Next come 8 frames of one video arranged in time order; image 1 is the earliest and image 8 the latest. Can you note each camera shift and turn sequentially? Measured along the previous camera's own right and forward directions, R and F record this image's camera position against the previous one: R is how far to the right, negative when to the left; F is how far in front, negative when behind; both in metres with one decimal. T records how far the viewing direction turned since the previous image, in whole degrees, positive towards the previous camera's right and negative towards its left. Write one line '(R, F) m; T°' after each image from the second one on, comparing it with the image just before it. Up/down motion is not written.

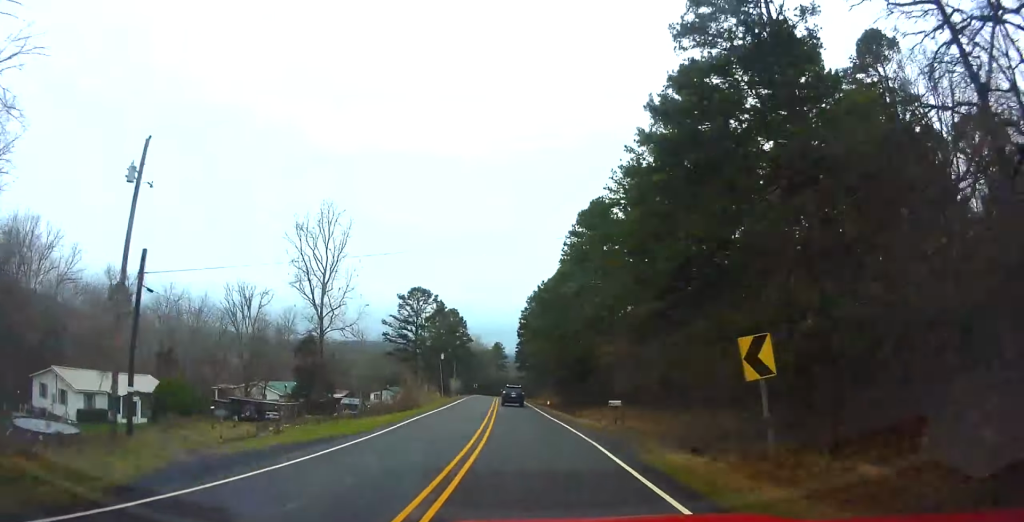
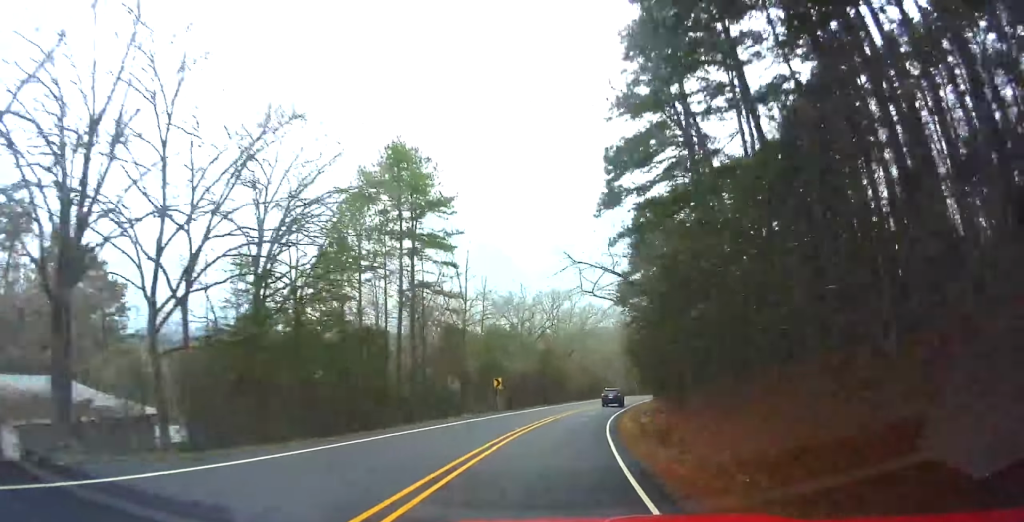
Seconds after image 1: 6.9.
(-19.1, +143.1) m; -3°
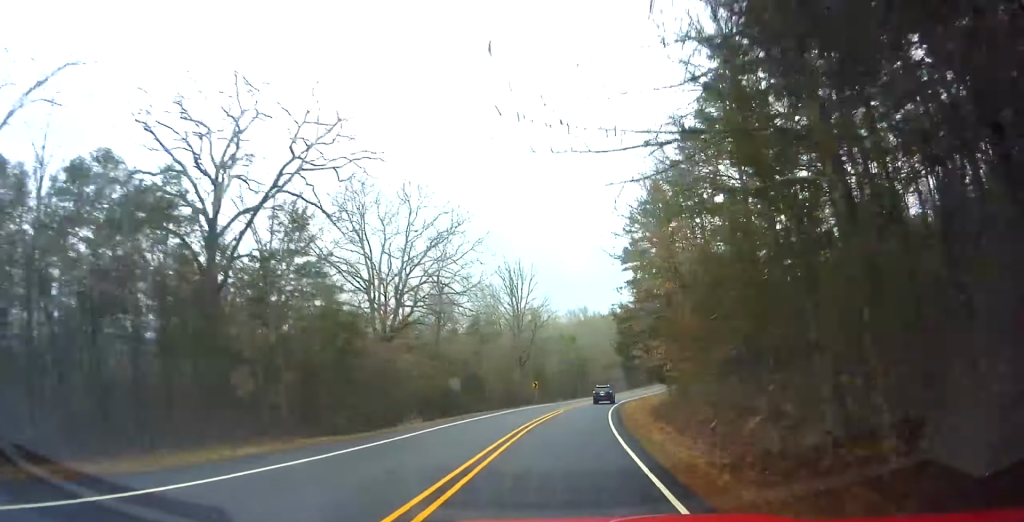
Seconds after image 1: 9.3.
(+2.7, +51.3) m; +8°
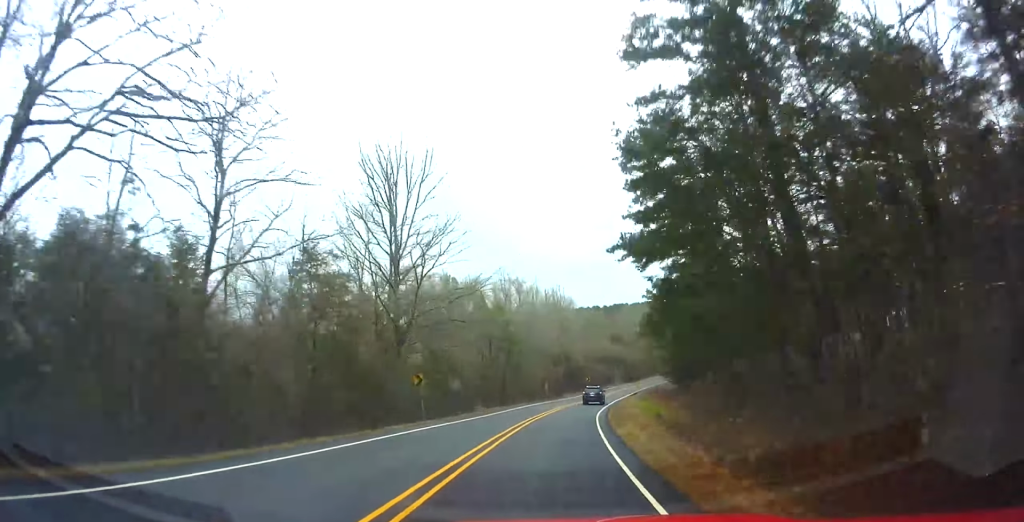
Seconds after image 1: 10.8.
(+0.2, +32.5) m; +6°
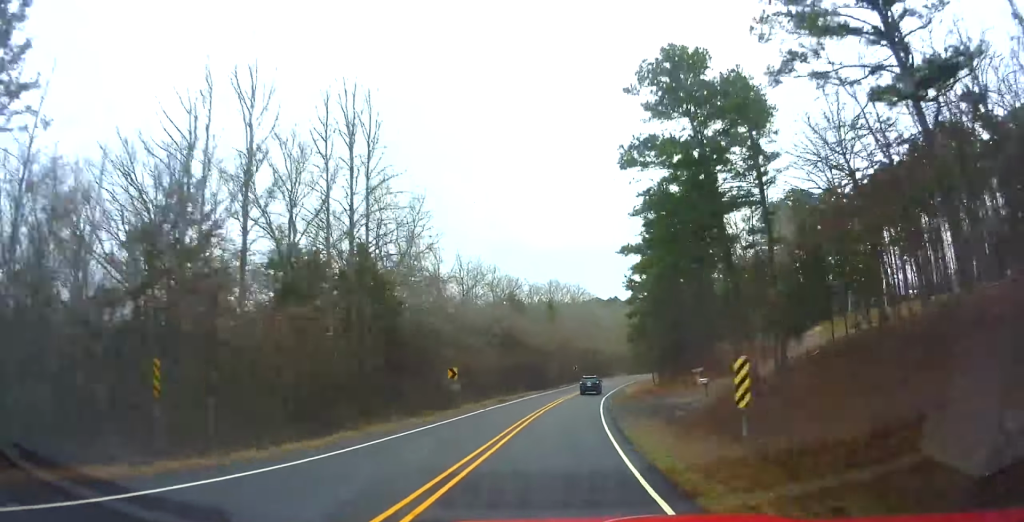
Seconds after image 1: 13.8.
(+7.8, +64.8) m; +13°
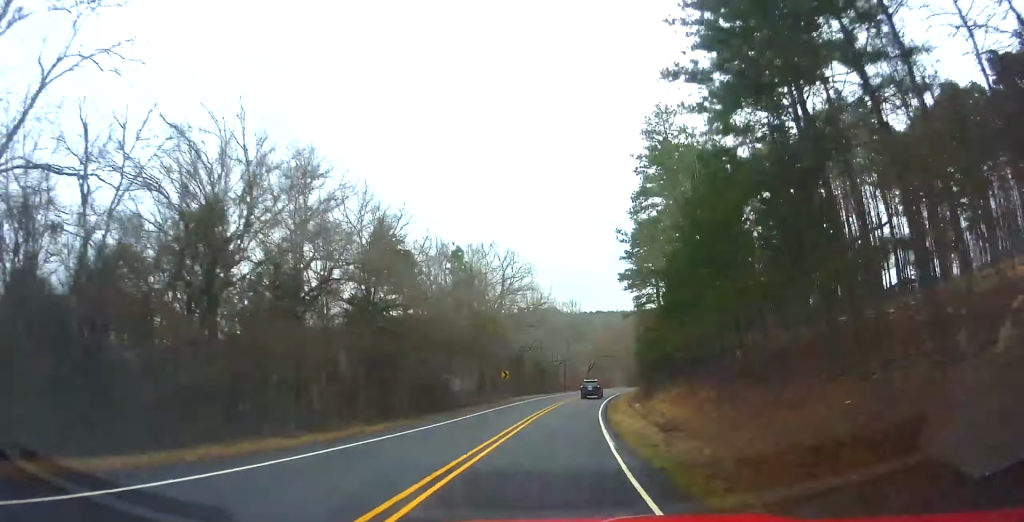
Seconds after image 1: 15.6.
(+3.4, +38.9) m; +7°
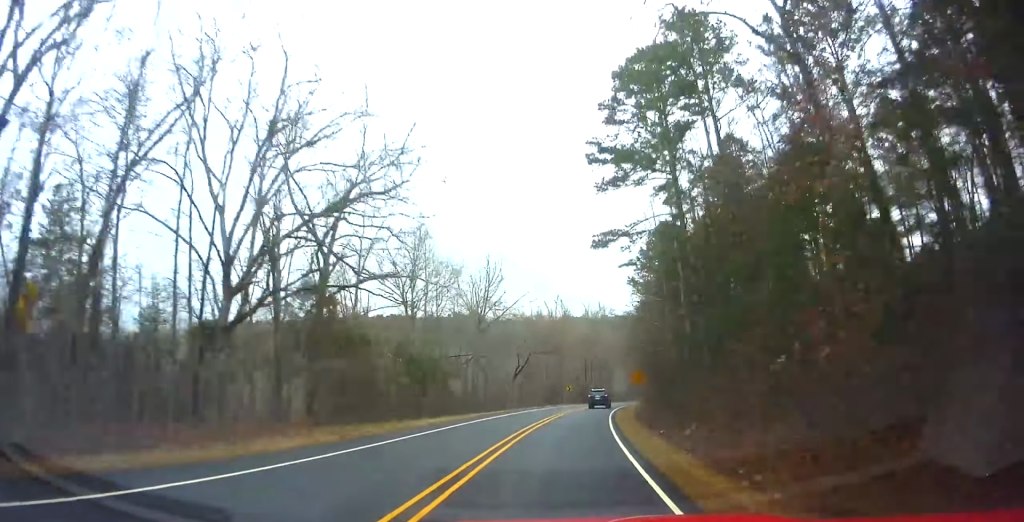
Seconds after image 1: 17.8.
(+2.9, +47.4) m; +8°
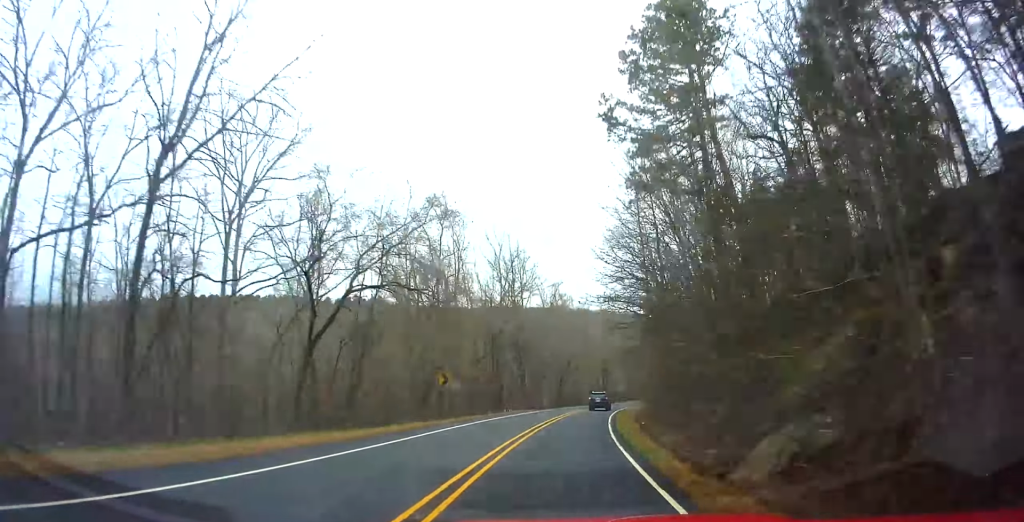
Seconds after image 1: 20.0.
(+2.1, +47.4) m; +8°
